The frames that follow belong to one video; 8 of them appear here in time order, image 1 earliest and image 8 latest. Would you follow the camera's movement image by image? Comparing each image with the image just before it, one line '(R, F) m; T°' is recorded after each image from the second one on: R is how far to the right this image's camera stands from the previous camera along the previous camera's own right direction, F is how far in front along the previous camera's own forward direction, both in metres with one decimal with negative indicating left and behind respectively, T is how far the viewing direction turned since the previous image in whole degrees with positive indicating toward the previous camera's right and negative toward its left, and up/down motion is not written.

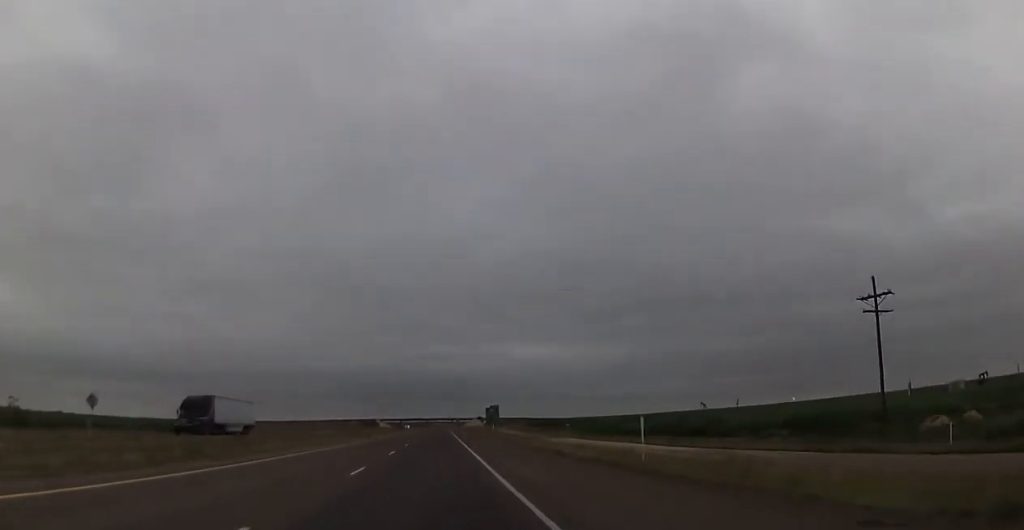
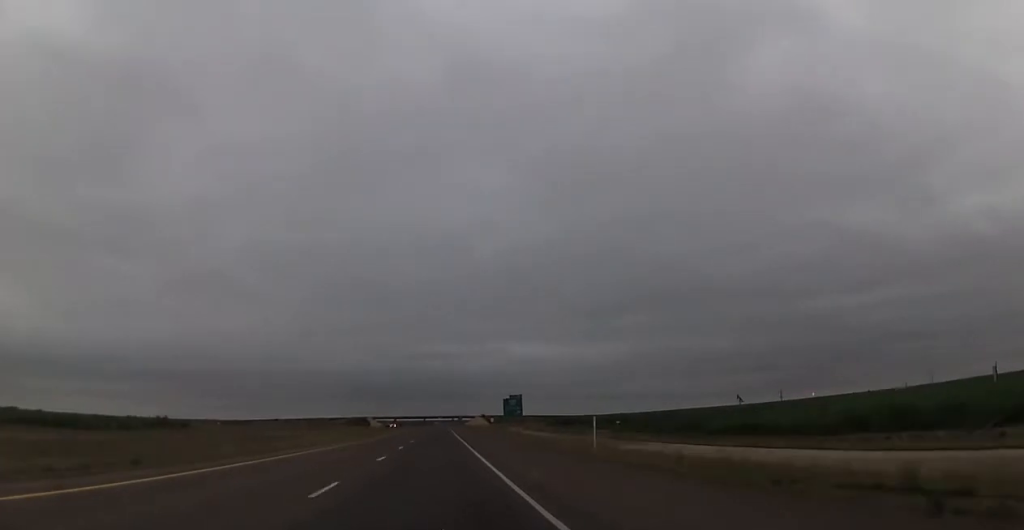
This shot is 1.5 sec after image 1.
(0.0, +53.8) m; 0°
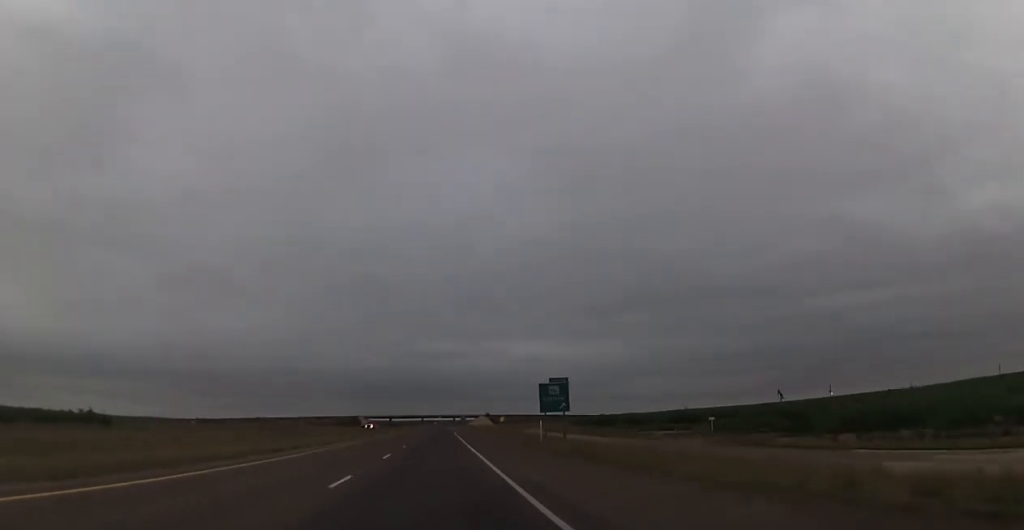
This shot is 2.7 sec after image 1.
(0.0, +46.6) m; -1°
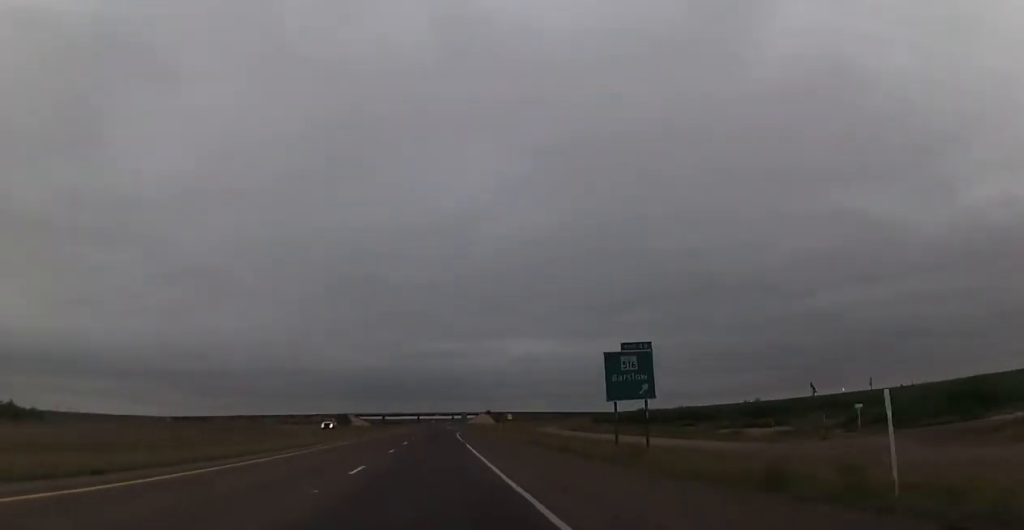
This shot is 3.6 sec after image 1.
(-0.3, +33.1) m; 0°
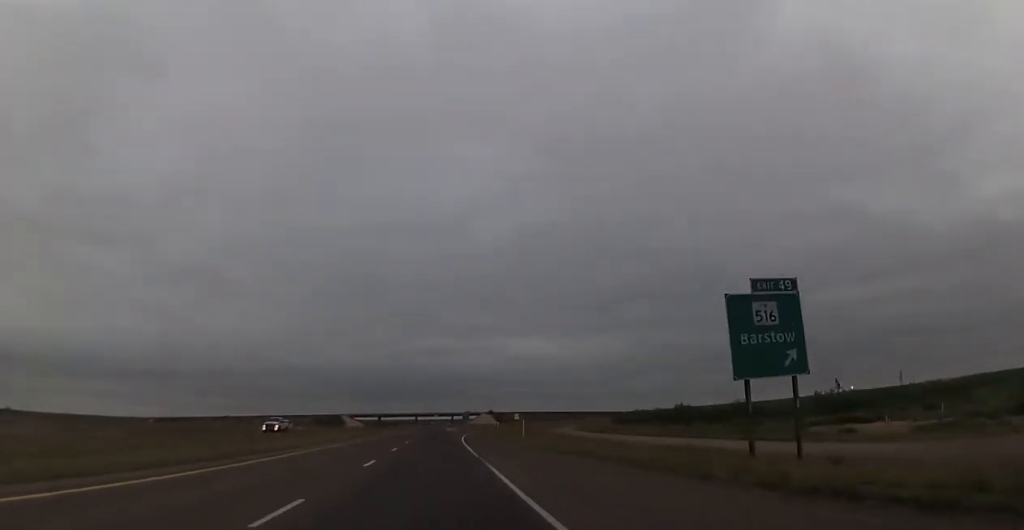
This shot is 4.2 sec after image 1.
(+0.2, +20.8) m; 0°
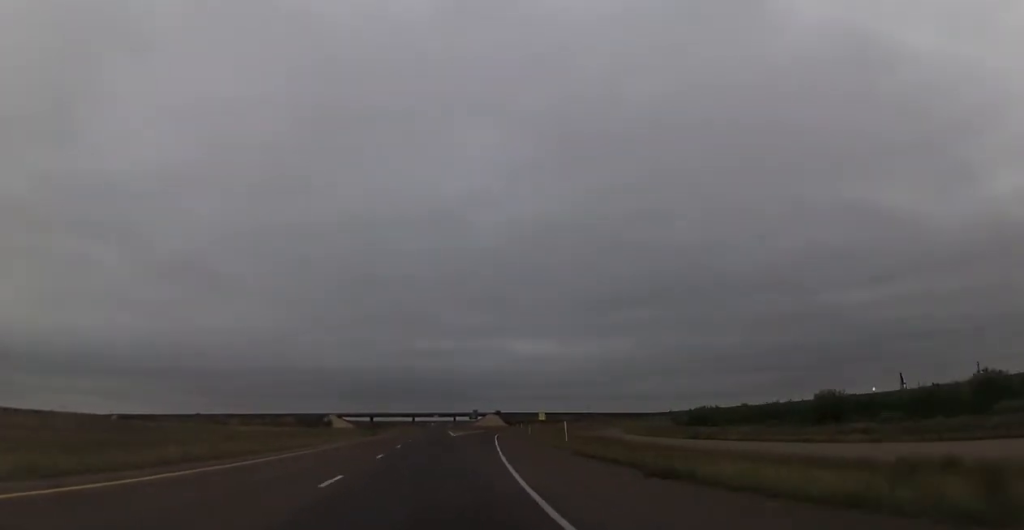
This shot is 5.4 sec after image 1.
(+0.3, +42.9) m; 0°
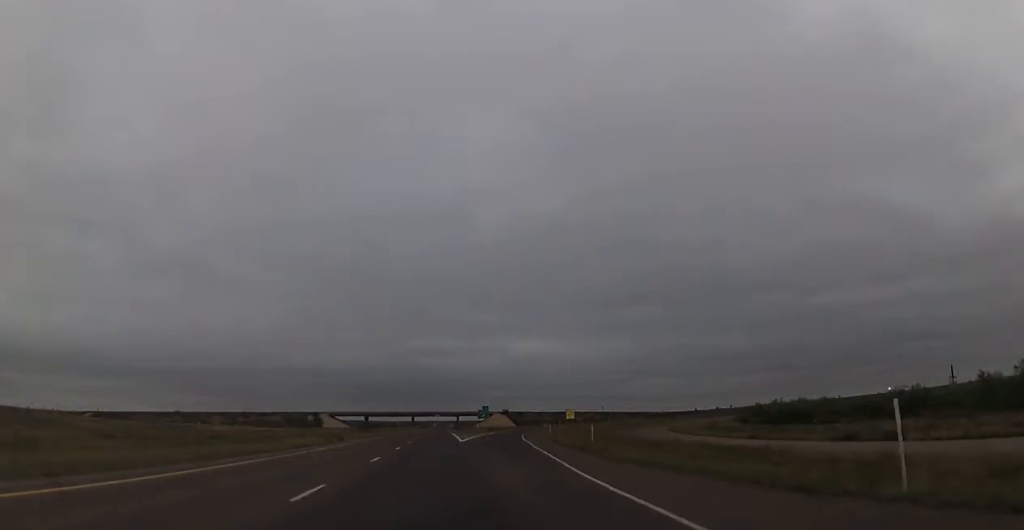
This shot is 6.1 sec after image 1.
(-0.1, +27.0) m; 0°
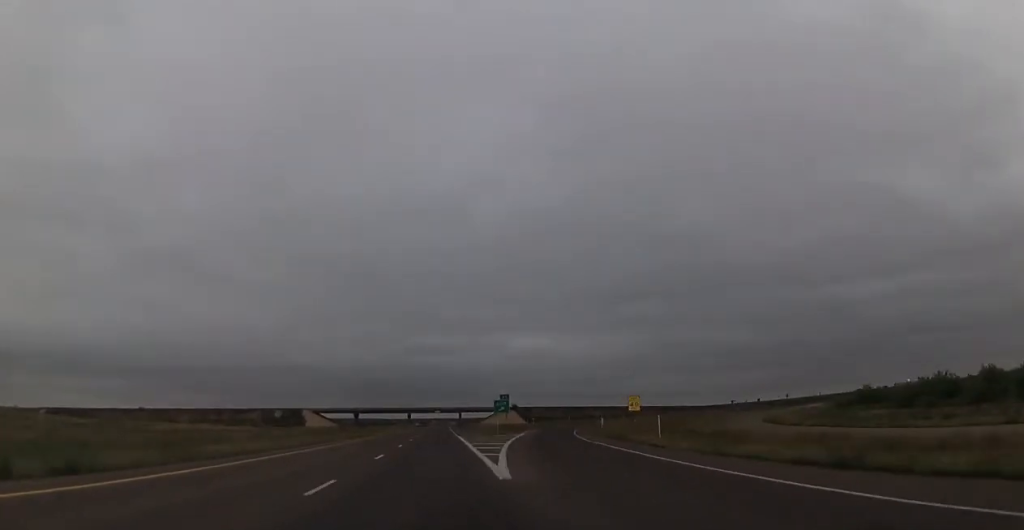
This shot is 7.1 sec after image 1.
(0.0, +35.5) m; 0°
